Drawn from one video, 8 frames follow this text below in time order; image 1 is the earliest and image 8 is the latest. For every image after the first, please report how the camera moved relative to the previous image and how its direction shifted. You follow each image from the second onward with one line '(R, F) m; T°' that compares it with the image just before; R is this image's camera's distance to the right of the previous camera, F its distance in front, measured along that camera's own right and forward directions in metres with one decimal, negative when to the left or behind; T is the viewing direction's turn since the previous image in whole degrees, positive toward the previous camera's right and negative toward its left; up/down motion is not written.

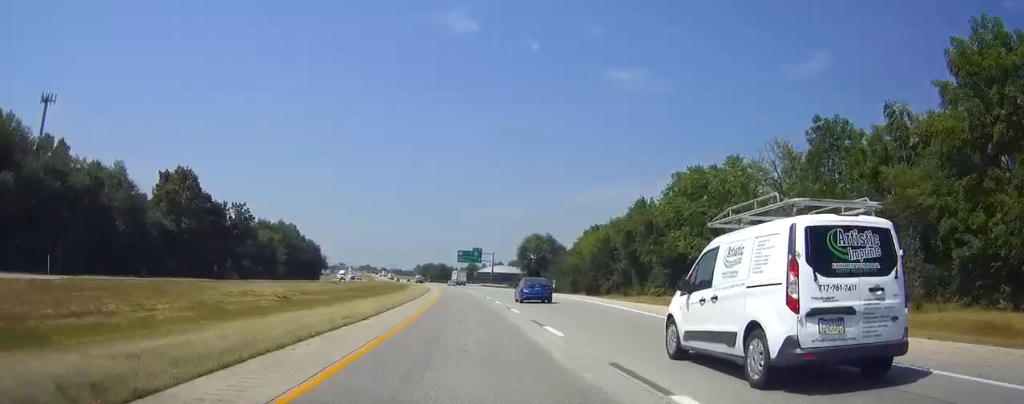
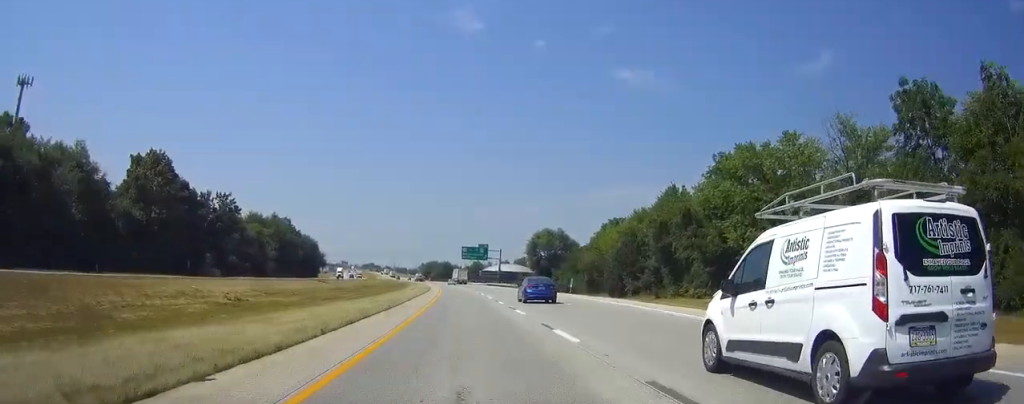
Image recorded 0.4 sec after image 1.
(-0.2, +13.2) m; 0°
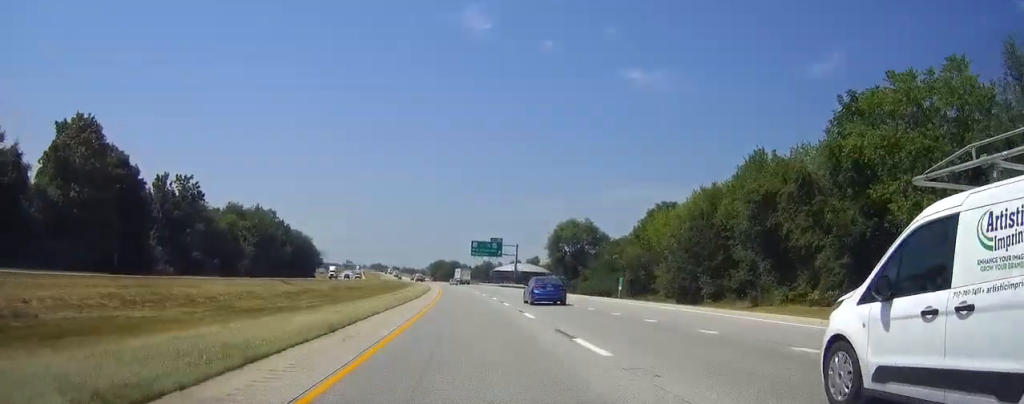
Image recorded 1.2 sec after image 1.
(-0.2, +25.4) m; -1°
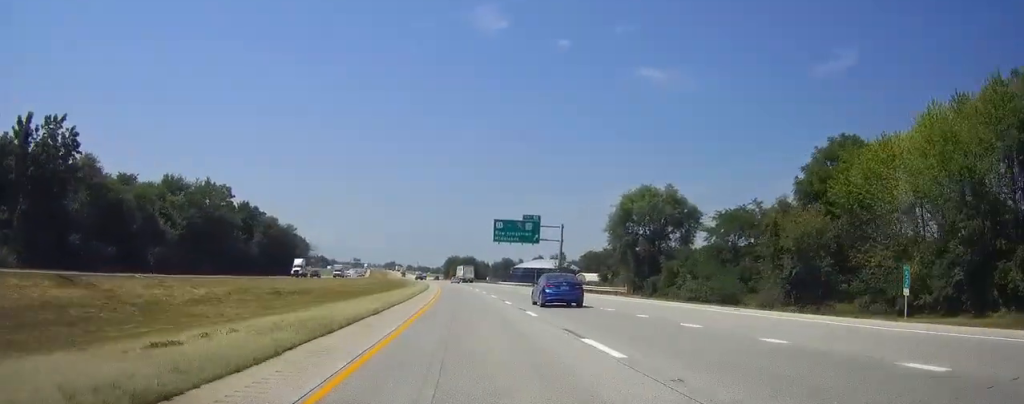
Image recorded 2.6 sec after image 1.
(-0.6, +46.3) m; -2°
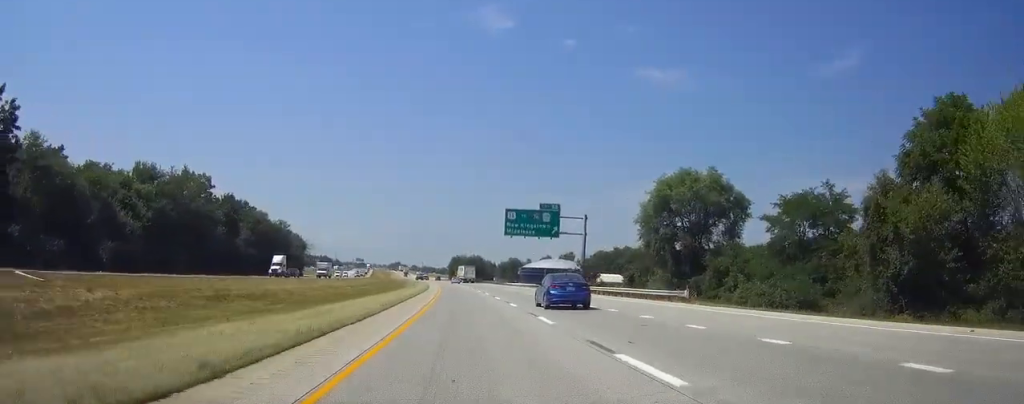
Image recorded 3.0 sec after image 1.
(0.0, +14.3) m; -1°
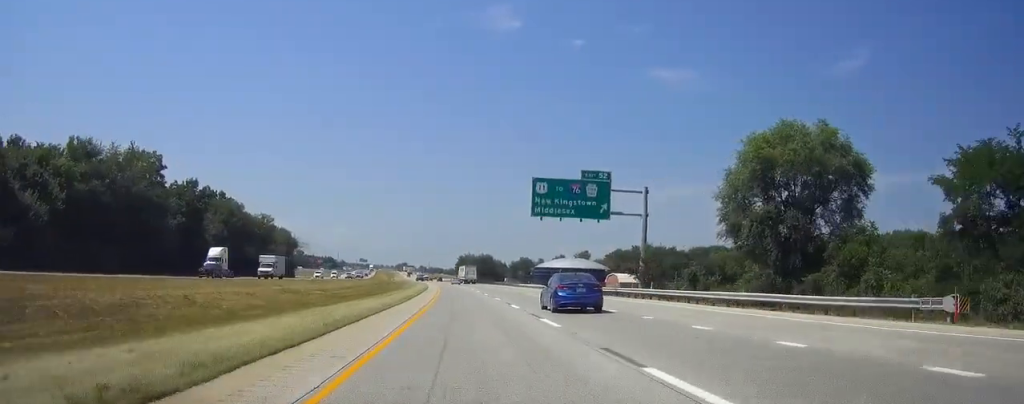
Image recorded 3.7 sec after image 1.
(-0.3, +24.3) m; -1°
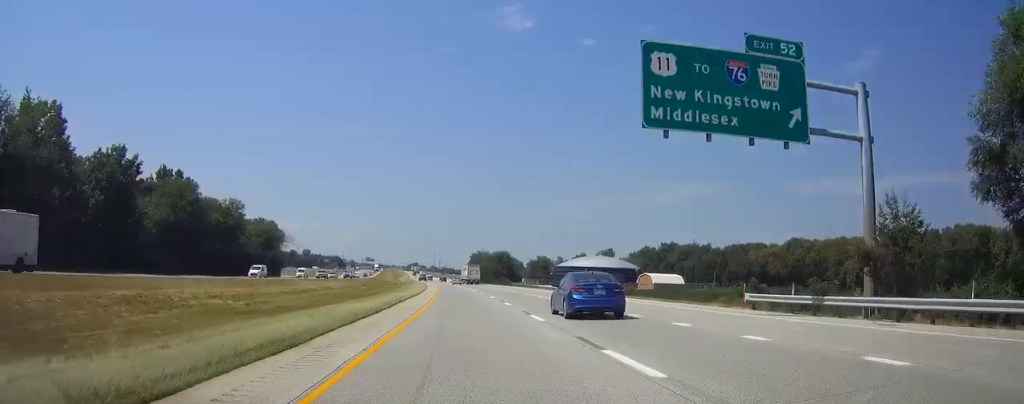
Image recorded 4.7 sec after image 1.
(-0.1, +31.9) m; -1°
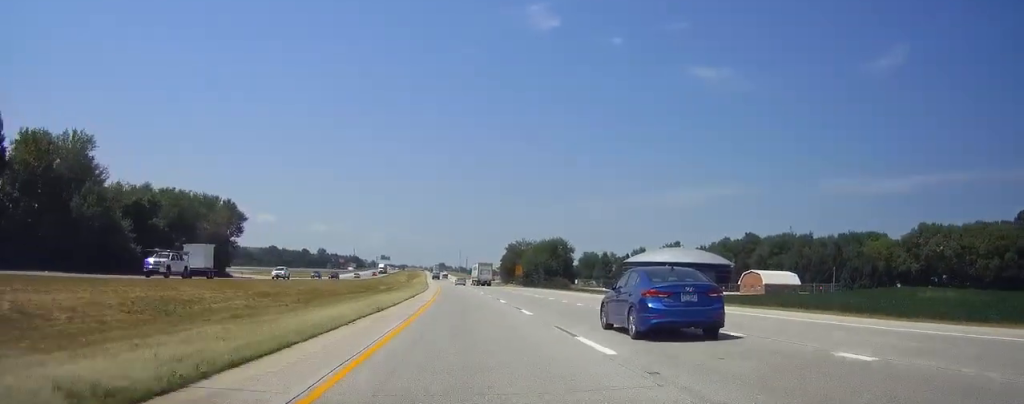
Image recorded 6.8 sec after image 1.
(-1.3, +70.0) m; -2°
